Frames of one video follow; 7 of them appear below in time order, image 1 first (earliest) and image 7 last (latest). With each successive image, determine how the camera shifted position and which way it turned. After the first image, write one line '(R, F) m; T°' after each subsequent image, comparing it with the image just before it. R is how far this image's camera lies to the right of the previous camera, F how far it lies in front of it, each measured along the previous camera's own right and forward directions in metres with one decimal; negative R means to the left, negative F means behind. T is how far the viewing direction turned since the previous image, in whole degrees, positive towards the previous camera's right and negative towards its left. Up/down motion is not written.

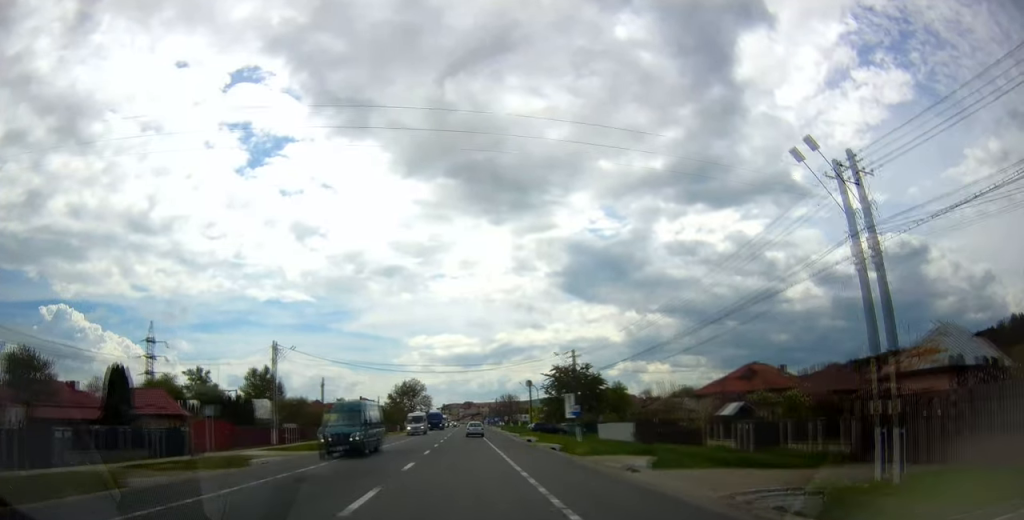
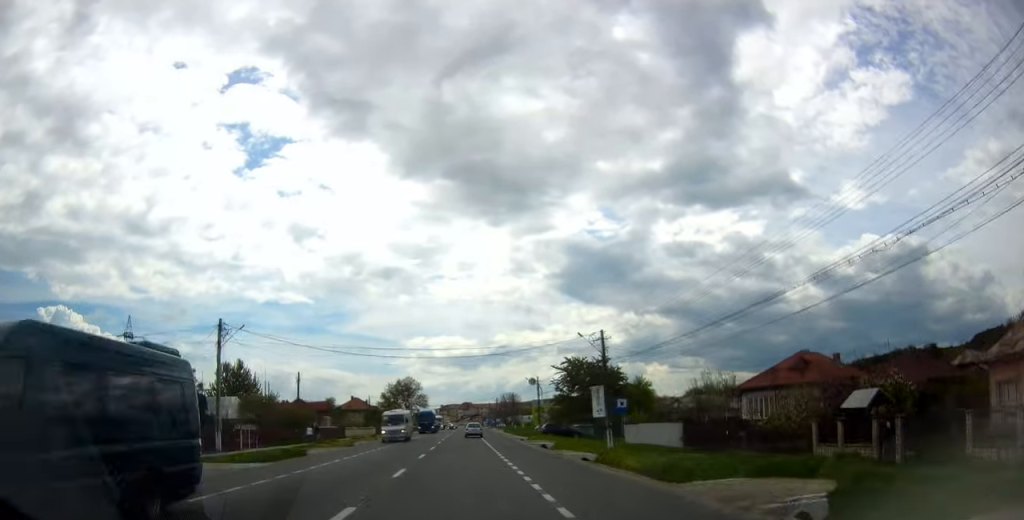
(-0.1, +10.4) m; 0°
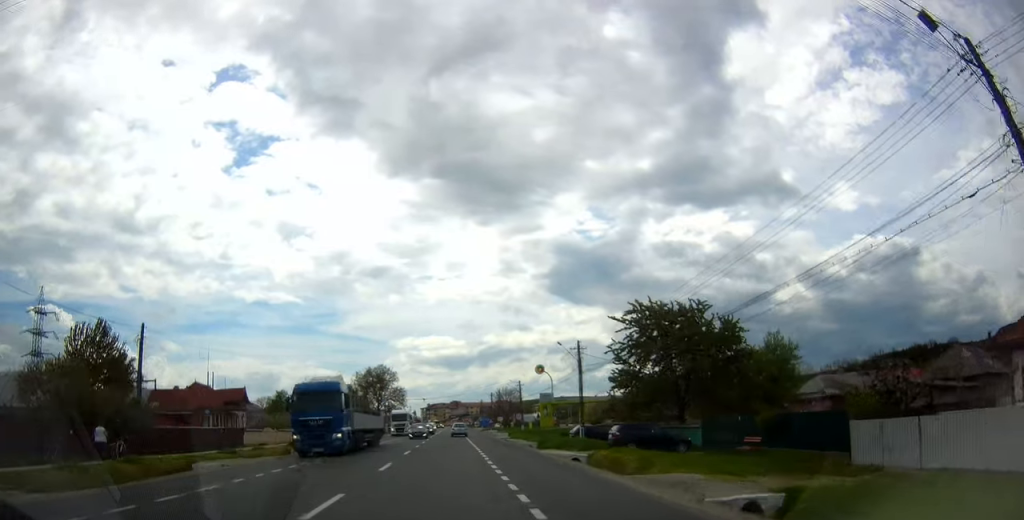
(+0.4, +33.4) m; +1°
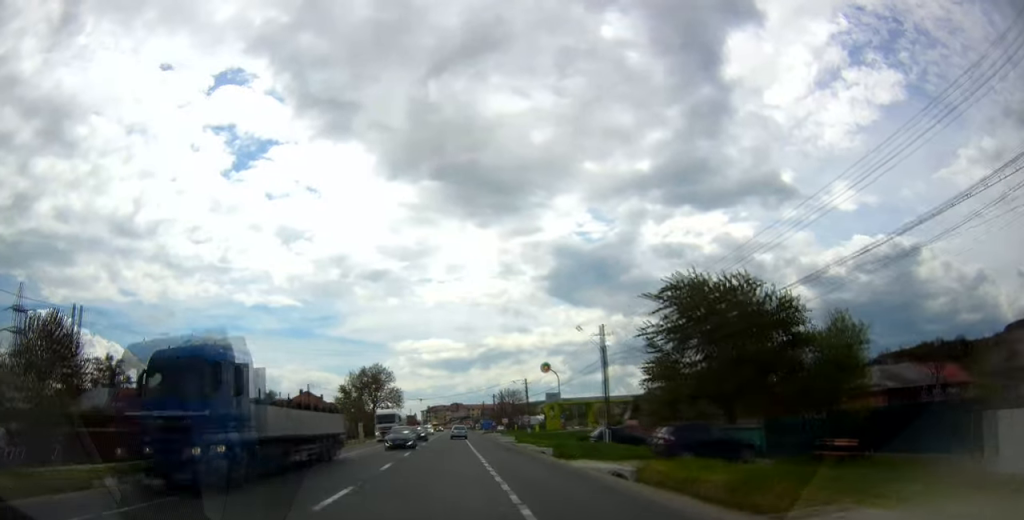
(0.0, +7.5) m; 0°
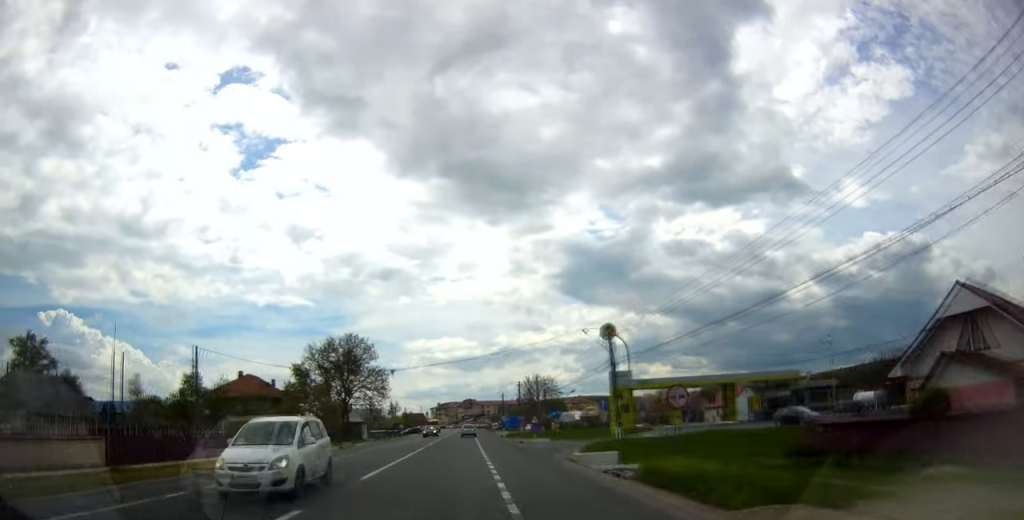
(-0.2, +38.6) m; 0°
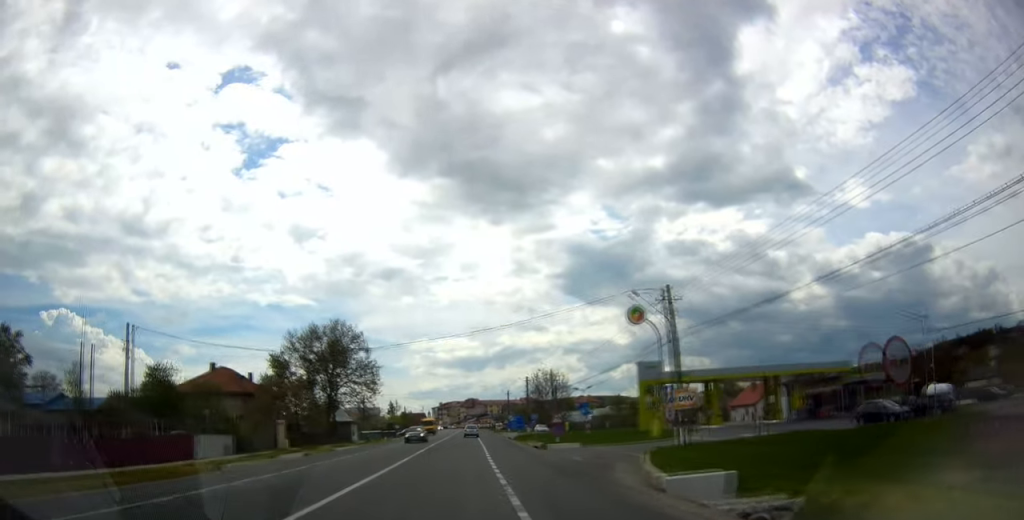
(0.0, +10.2) m; 0°
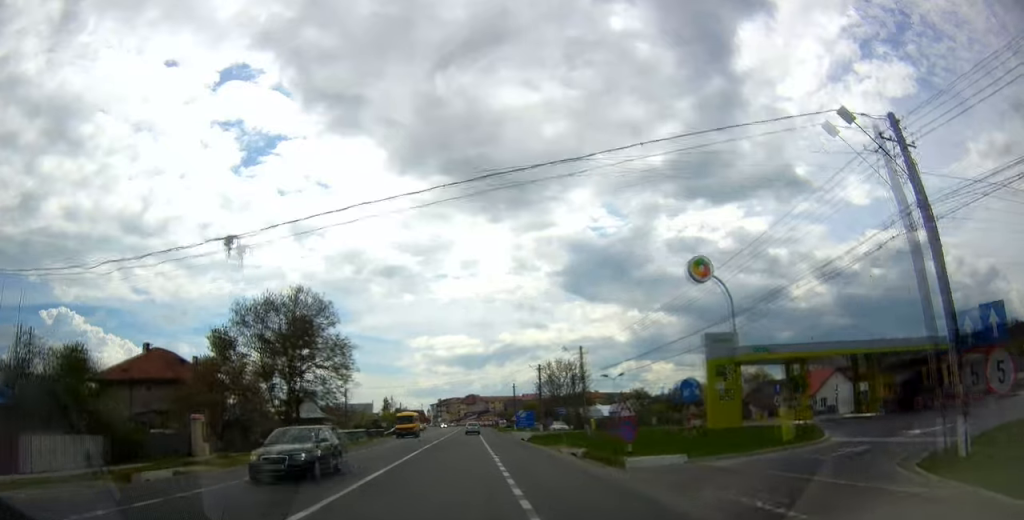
(+0.1, +16.3) m; 0°
